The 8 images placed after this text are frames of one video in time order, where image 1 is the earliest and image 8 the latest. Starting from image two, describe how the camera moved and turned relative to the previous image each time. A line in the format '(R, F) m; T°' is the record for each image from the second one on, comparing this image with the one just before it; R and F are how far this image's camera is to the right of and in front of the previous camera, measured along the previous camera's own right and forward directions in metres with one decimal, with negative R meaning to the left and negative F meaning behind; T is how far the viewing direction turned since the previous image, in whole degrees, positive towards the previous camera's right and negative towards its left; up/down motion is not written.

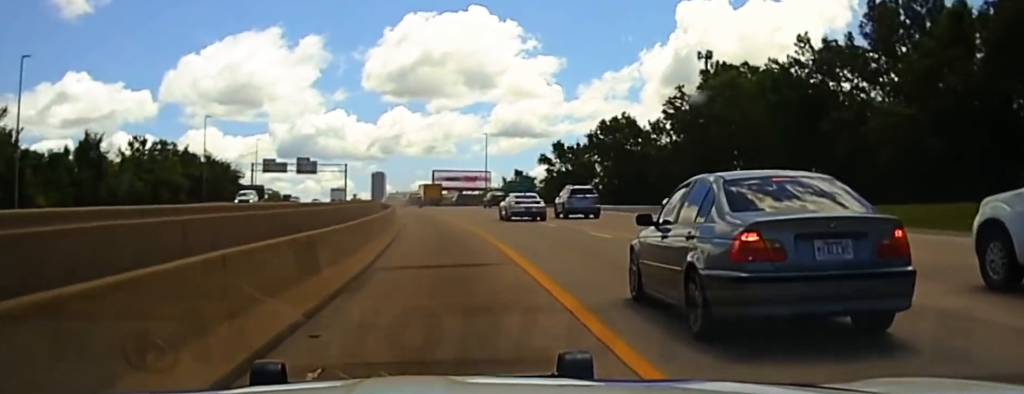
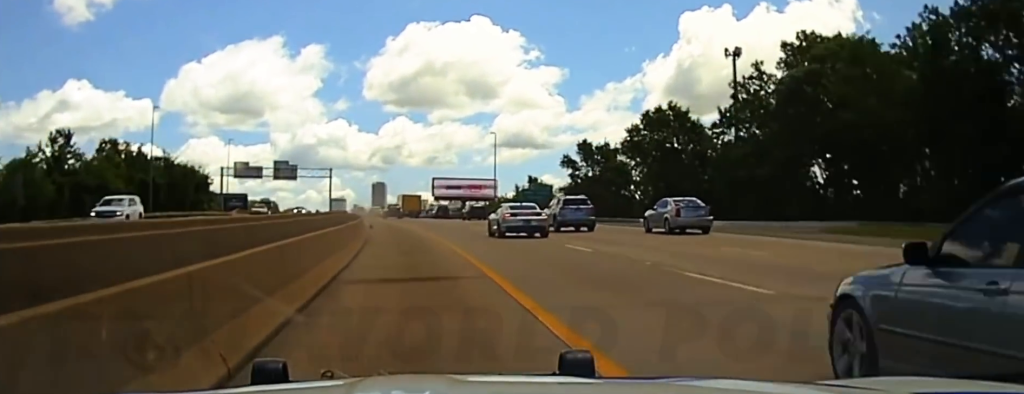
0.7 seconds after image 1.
(-1.3, +22.6) m; -3°
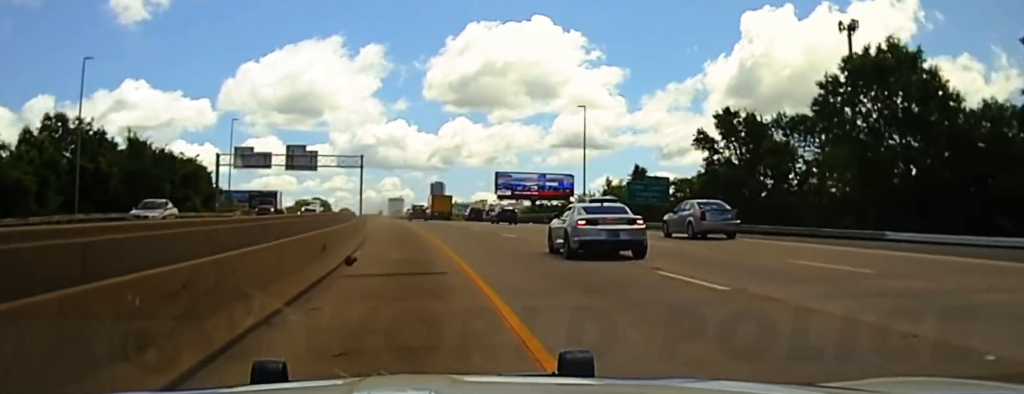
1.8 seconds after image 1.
(-0.5, +35.5) m; -1°
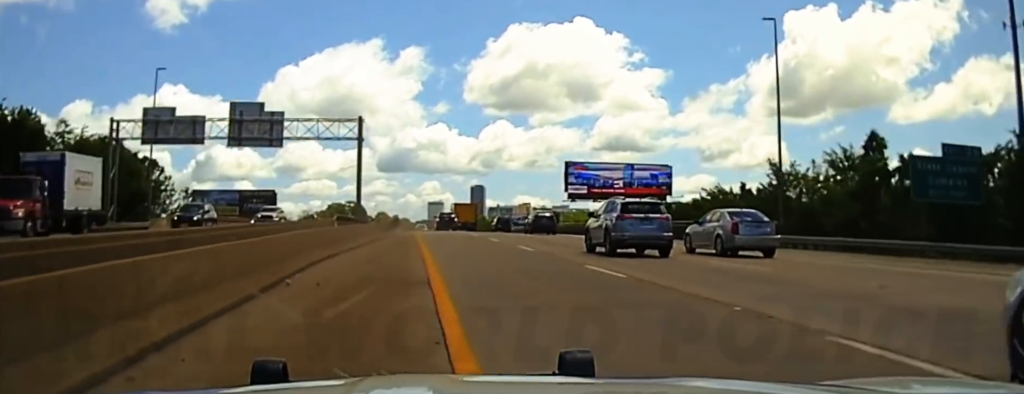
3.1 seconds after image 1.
(-0.6, +44.1) m; -3°
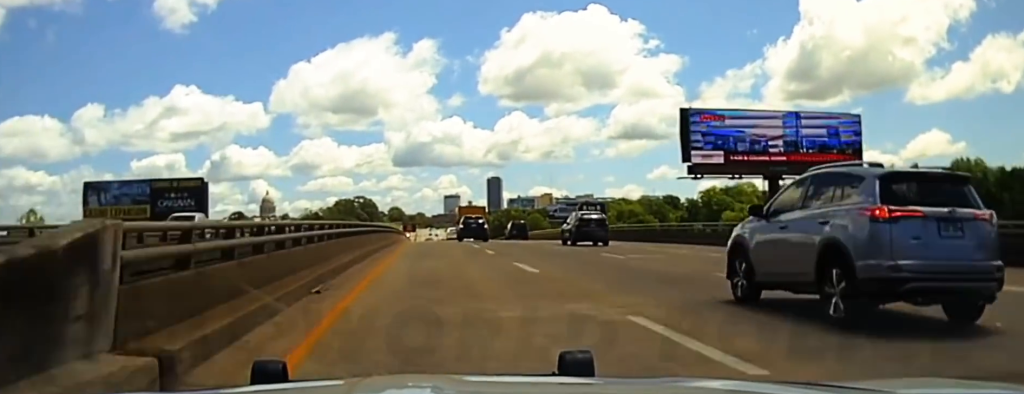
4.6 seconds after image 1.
(-1.2, +53.9) m; -1°
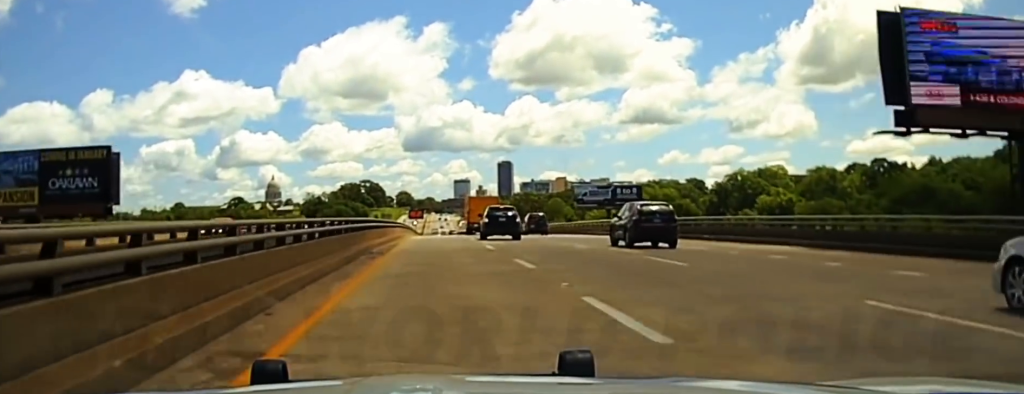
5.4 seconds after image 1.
(-0.1, +31.1) m; 0°
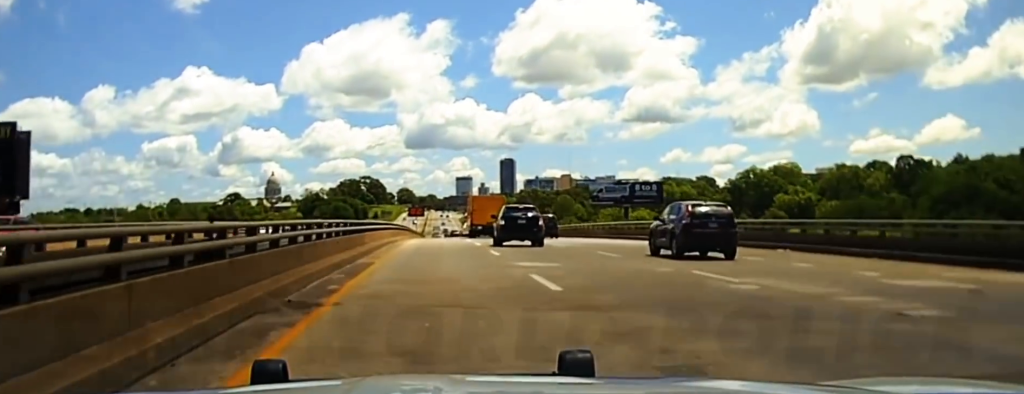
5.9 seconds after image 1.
(0.0, +16.3) m; 0°
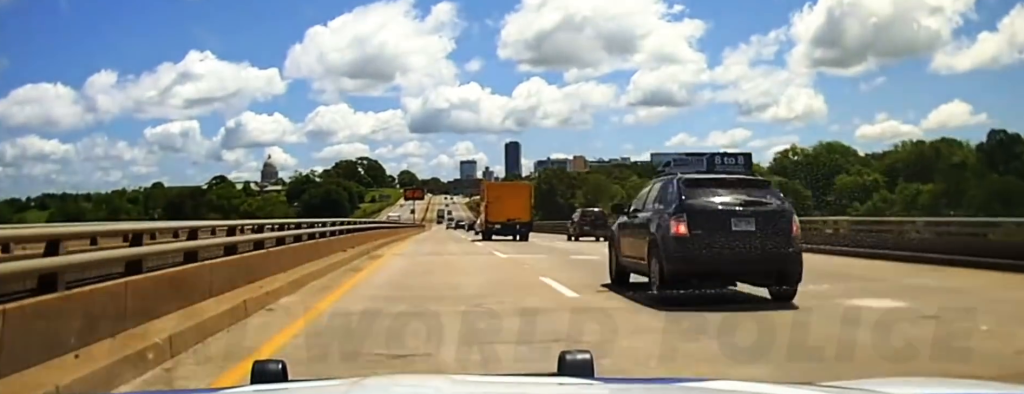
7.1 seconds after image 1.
(-0.1, +49.8) m; 0°
